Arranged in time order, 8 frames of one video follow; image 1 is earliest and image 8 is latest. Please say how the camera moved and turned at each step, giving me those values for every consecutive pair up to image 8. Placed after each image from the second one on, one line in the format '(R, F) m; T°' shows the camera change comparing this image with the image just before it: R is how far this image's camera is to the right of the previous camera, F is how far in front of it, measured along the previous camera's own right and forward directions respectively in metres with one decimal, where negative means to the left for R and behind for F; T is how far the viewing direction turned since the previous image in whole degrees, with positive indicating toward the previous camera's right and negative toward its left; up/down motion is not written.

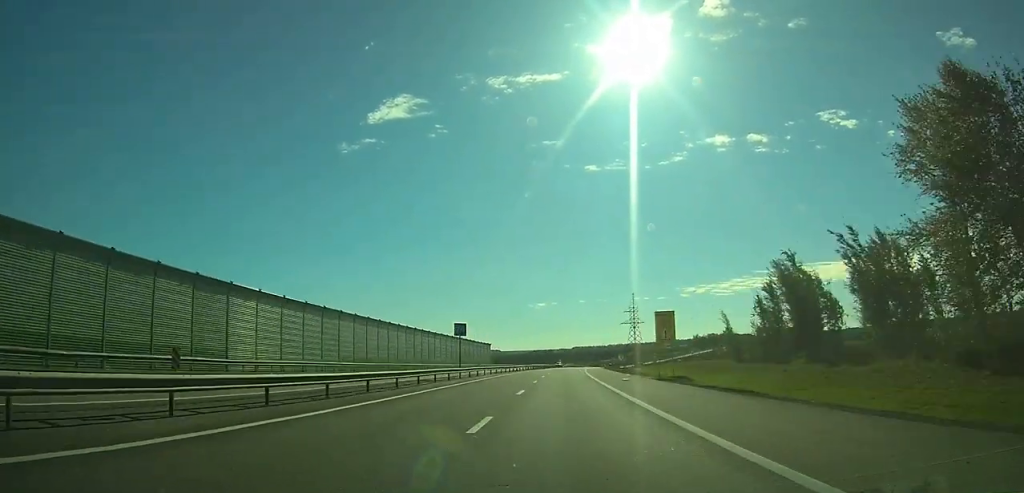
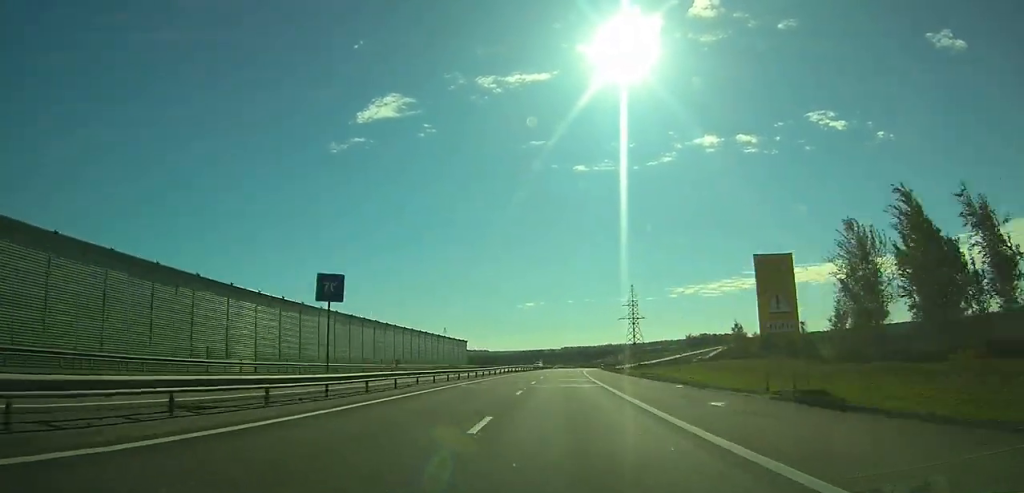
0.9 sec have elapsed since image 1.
(+0.1, +23.7) m; +1°
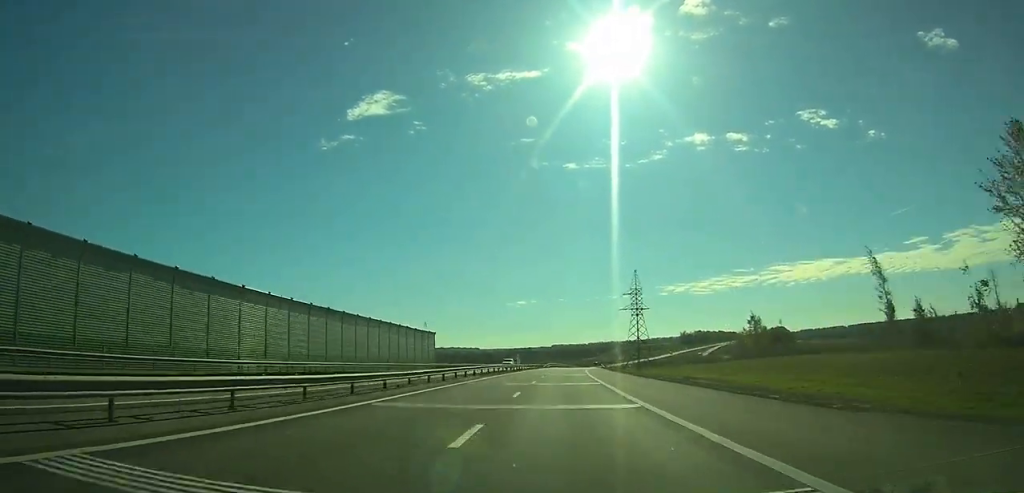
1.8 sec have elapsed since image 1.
(0.0, +25.4) m; +1°
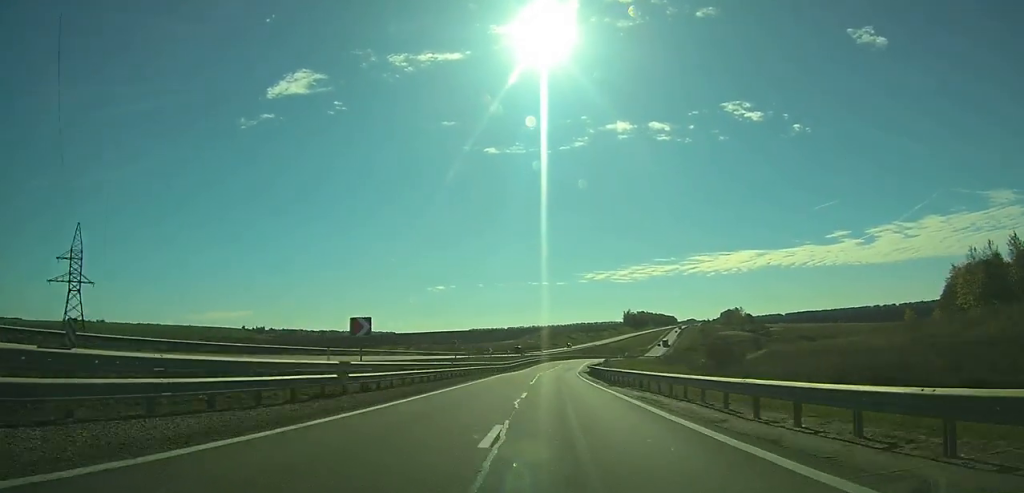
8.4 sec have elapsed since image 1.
(+12.3, +177.1) m; +8°
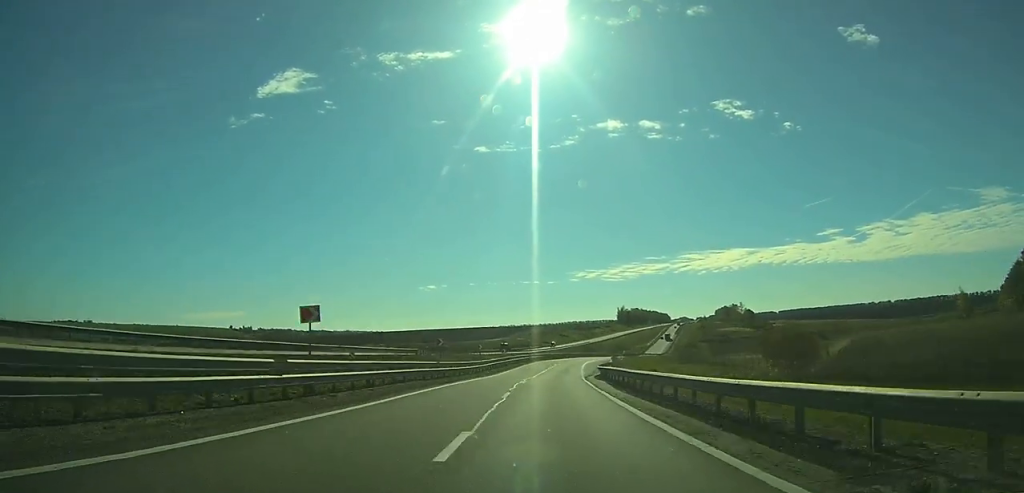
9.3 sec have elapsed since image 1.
(+0.1, +25.0) m; +1°
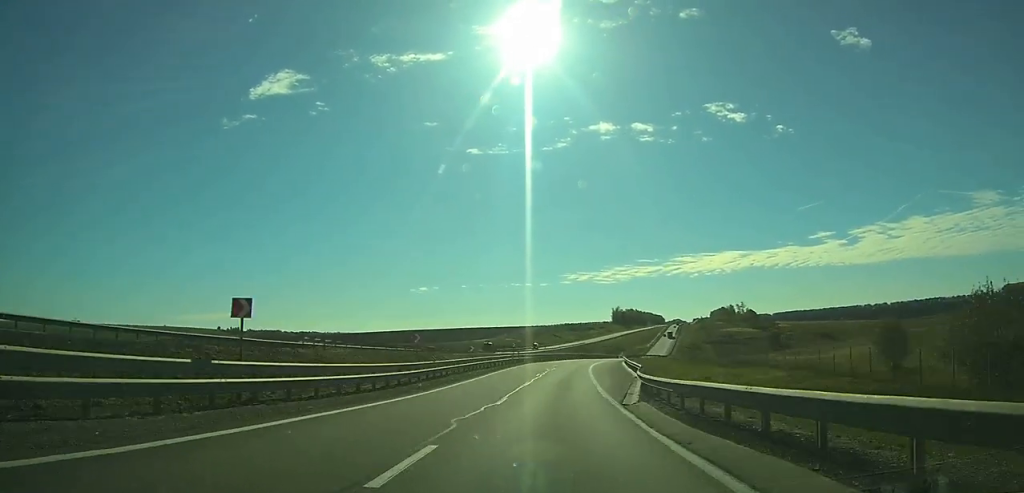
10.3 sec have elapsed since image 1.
(+0.3, +25.0) m; +1°
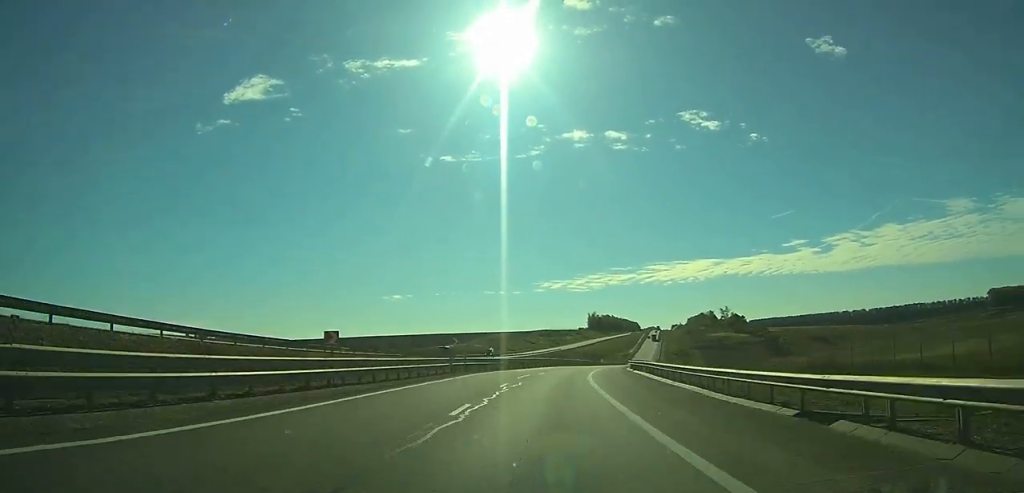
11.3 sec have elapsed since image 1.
(0.0, +28.7) m; +2°
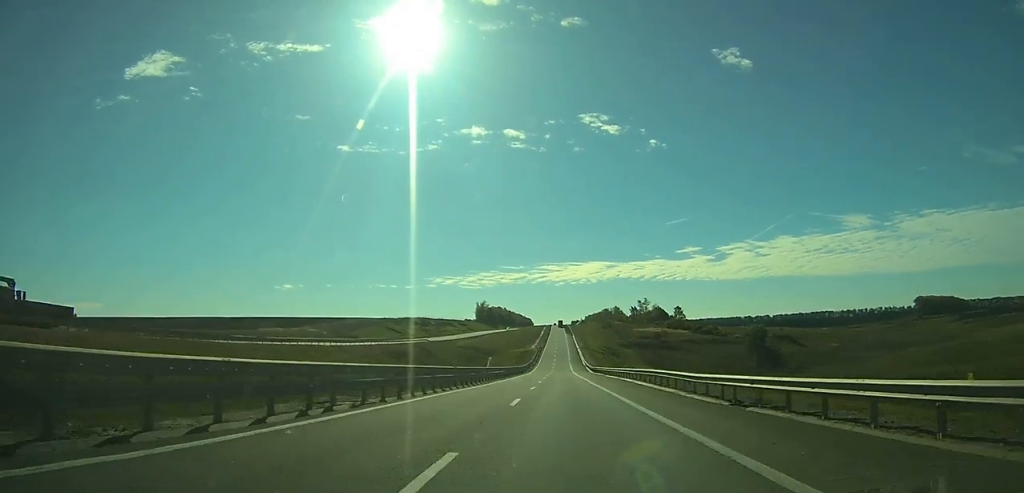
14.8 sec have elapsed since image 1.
(+7.1, +90.9) m; +8°
